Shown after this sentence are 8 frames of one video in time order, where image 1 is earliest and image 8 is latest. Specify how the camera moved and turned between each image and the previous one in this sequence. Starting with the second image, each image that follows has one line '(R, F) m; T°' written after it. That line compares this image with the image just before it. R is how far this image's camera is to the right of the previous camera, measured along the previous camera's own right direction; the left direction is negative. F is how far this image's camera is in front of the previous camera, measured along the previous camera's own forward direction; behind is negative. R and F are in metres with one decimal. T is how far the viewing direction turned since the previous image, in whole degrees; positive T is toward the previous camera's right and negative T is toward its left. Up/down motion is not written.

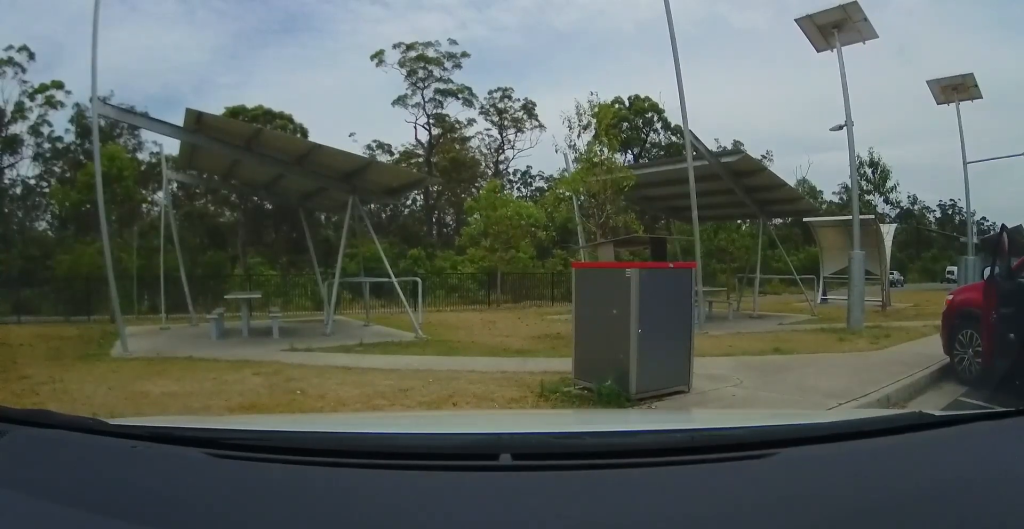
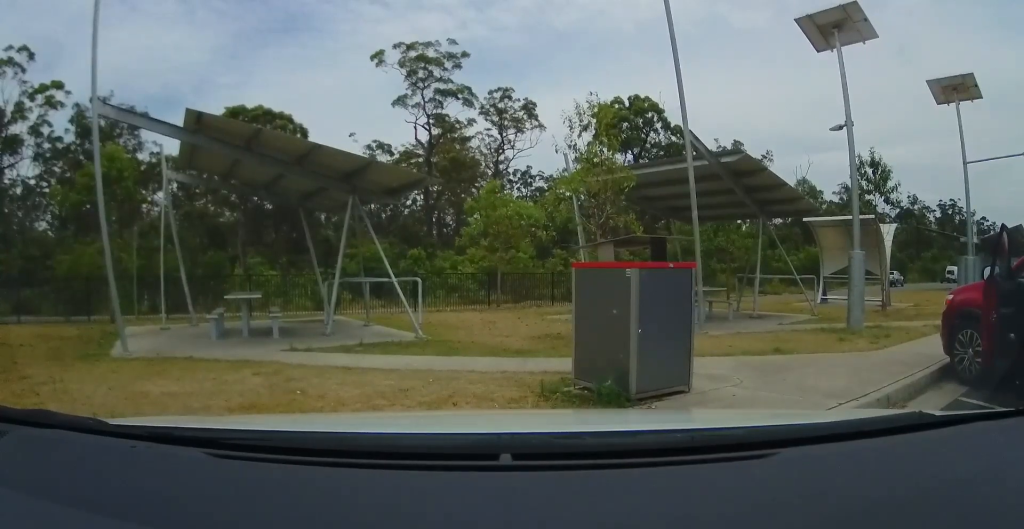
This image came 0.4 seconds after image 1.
(0.0, 0.0) m; 0°
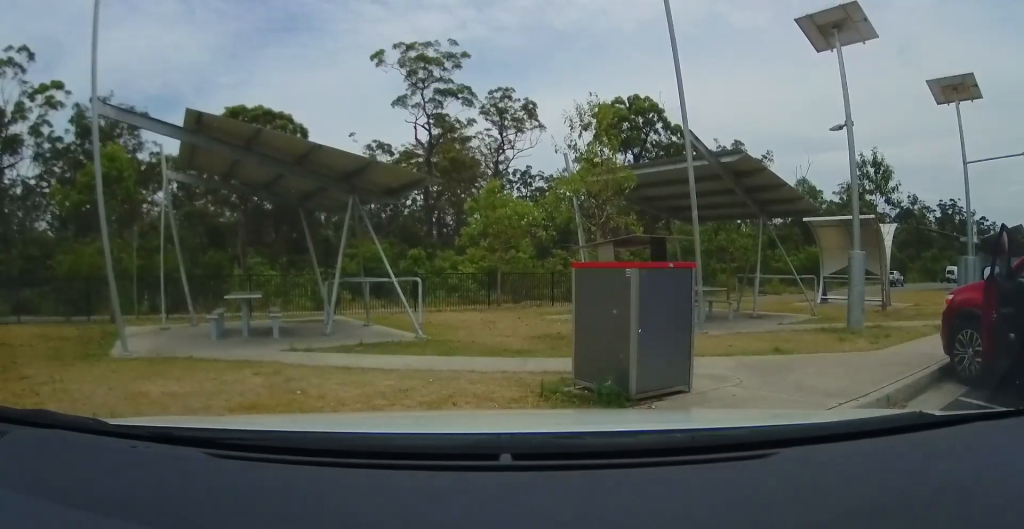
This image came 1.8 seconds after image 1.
(0.0, 0.0) m; 0°
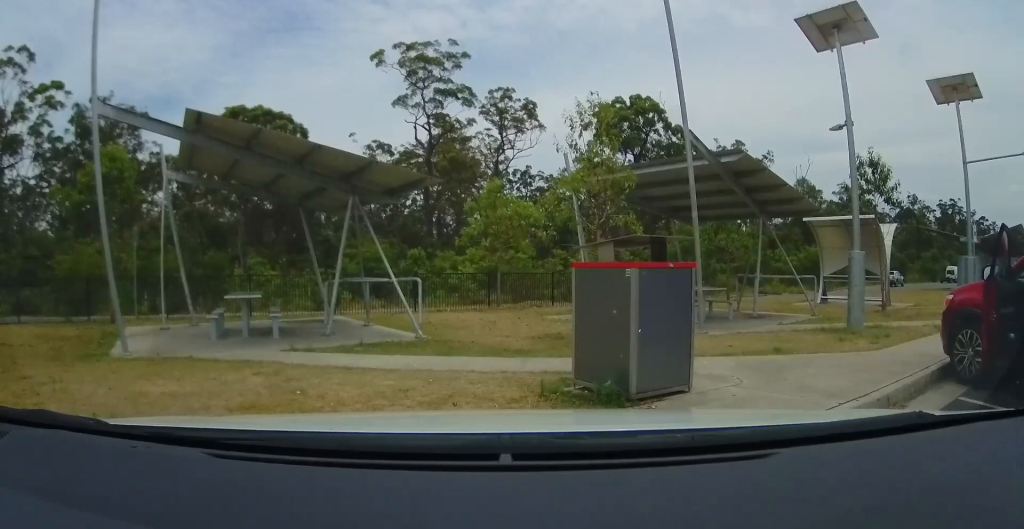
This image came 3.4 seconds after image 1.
(0.0, 0.0) m; 0°
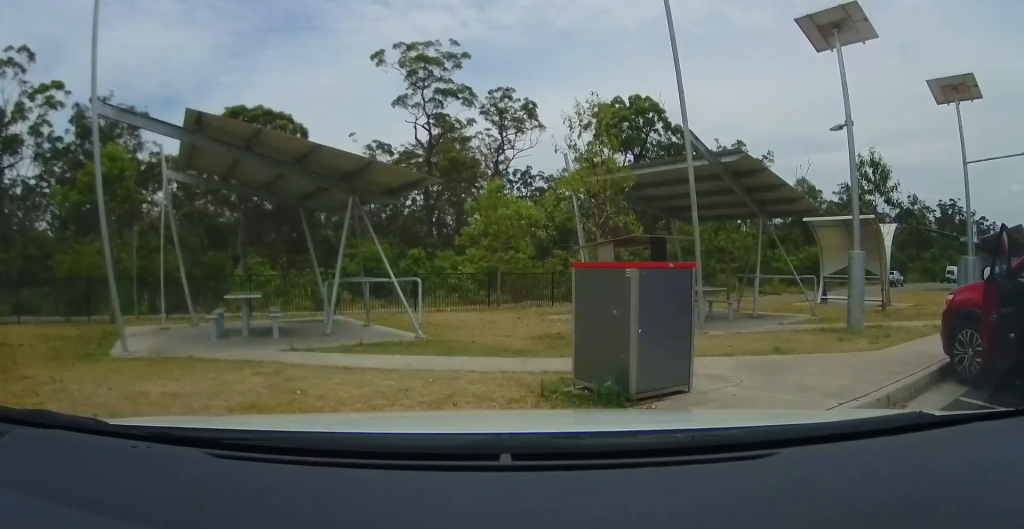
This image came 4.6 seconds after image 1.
(0.0, 0.0) m; 0°
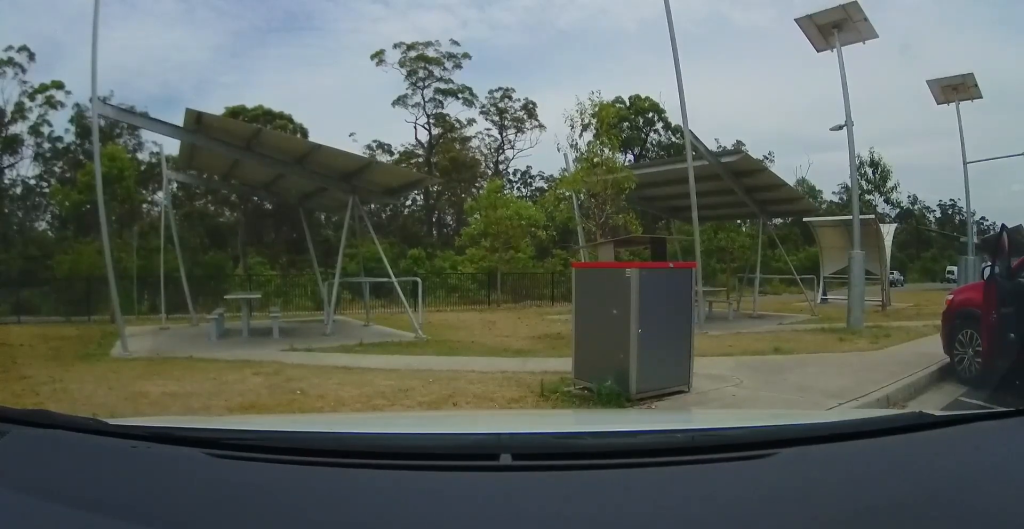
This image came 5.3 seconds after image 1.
(0.0, 0.0) m; 0°
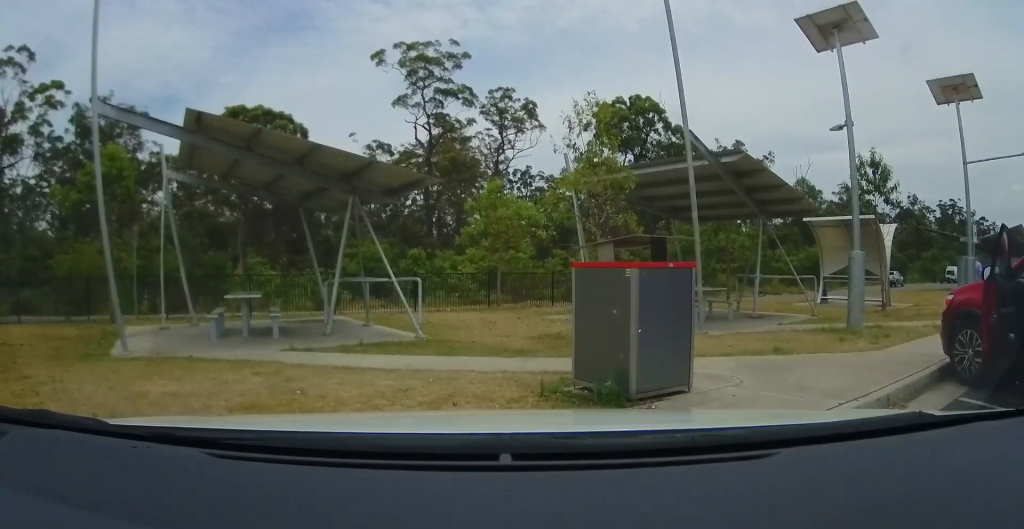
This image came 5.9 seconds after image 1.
(0.0, 0.0) m; 0°
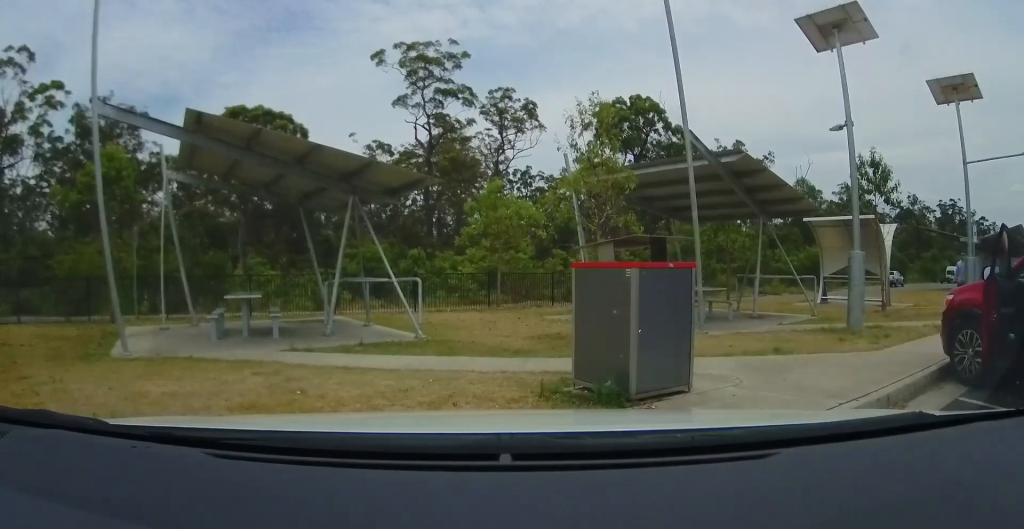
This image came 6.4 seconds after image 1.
(0.0, 0.0) m; 0°
